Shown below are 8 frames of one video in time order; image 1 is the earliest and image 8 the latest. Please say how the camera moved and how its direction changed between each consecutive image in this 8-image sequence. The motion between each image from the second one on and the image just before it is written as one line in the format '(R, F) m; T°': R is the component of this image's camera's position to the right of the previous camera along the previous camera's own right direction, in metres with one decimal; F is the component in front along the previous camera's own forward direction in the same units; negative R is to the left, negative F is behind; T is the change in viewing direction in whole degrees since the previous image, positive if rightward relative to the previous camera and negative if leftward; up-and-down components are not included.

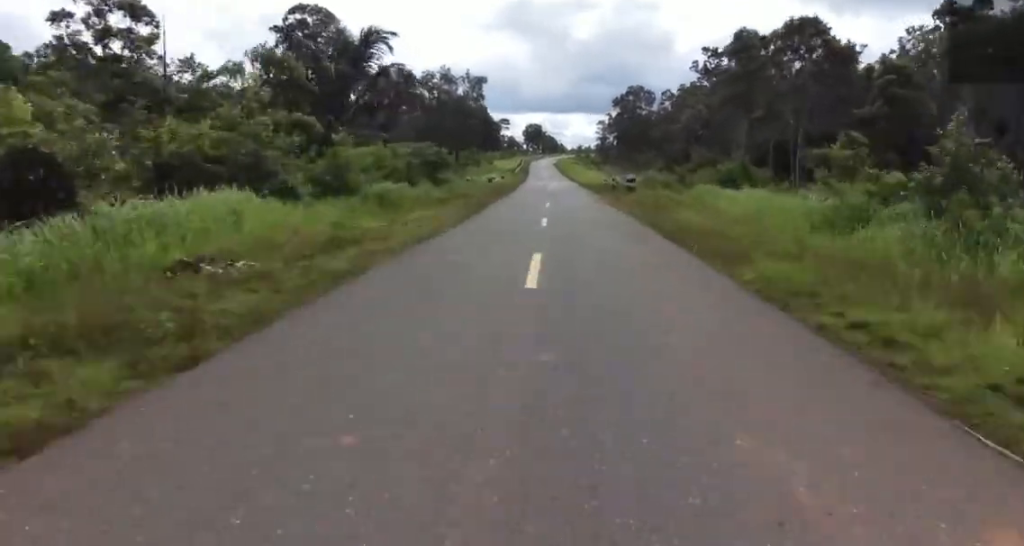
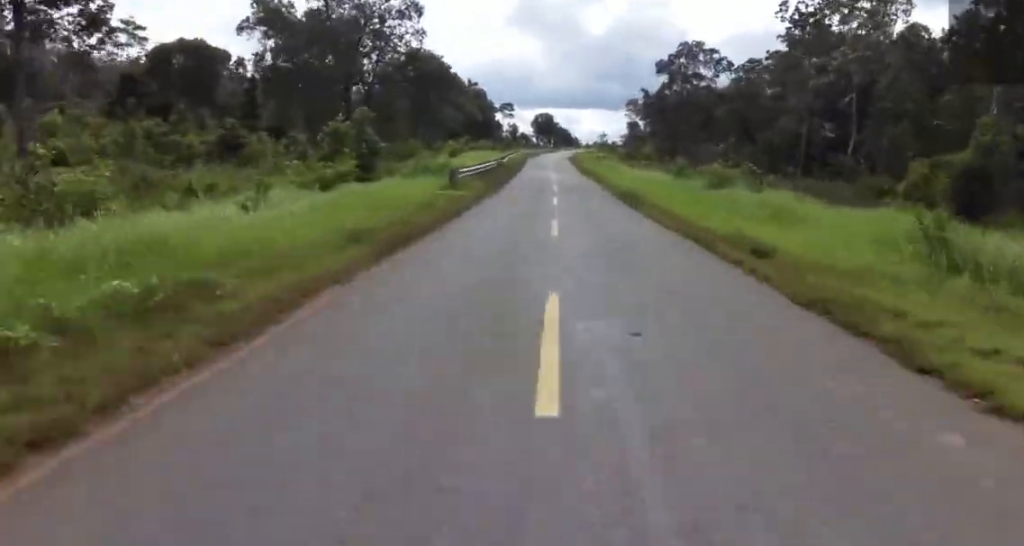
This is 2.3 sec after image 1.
(-1.5, +50.4) m; -4°
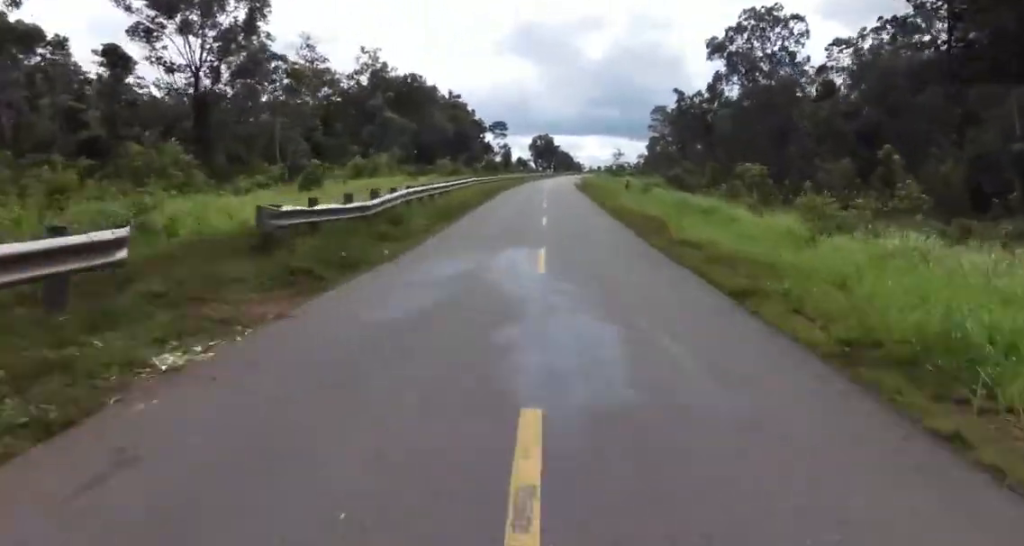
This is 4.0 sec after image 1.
(+0.5, +37.3) m; 0°
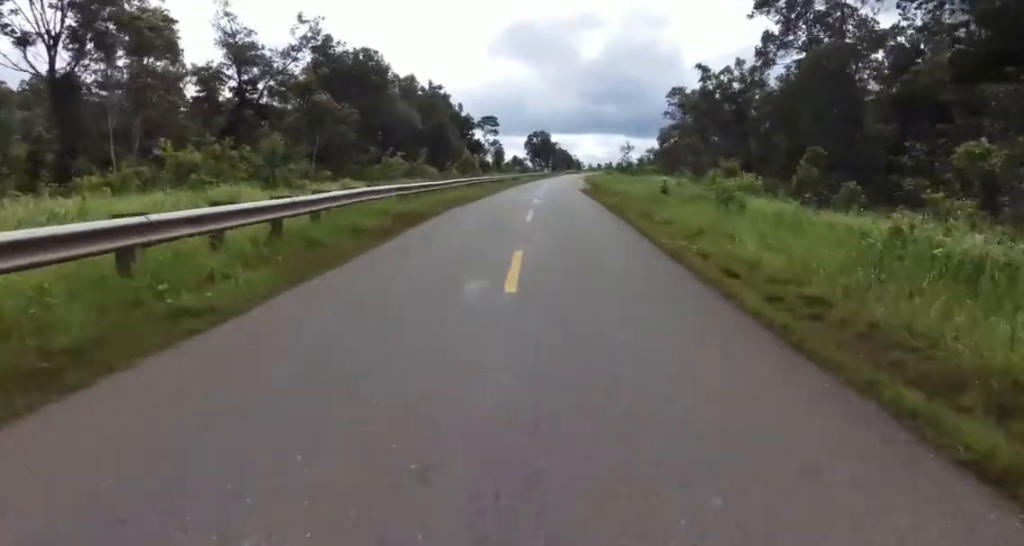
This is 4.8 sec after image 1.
(-0.7, +19.1) m; +1°
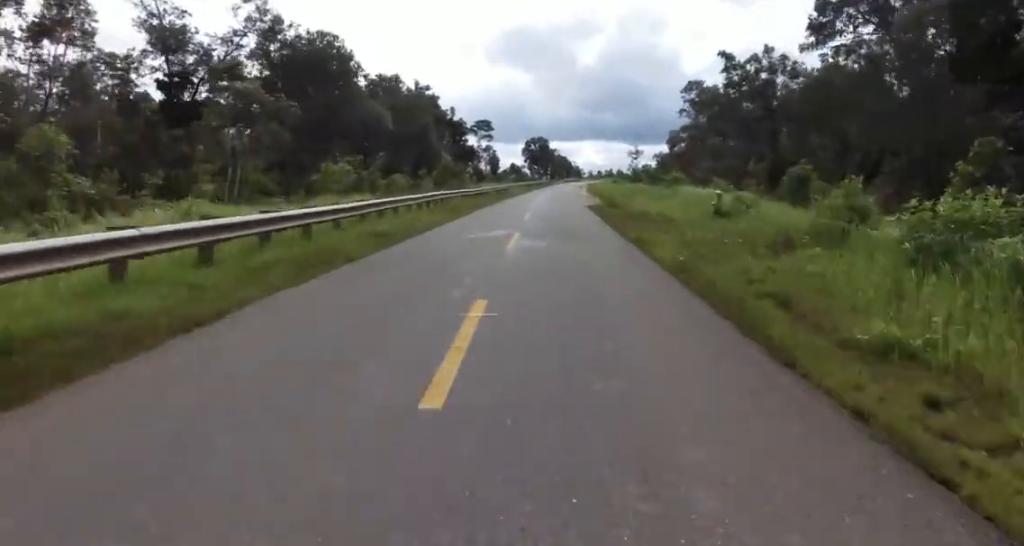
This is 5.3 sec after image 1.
(+0.5, +11.6) m; +2°
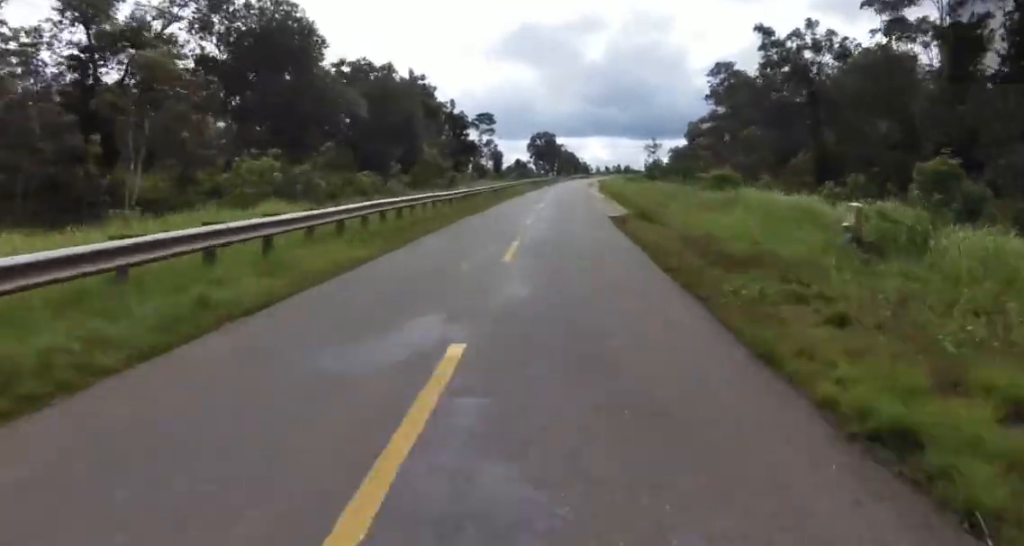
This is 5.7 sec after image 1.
(+0.2, +10.0) m; +1°
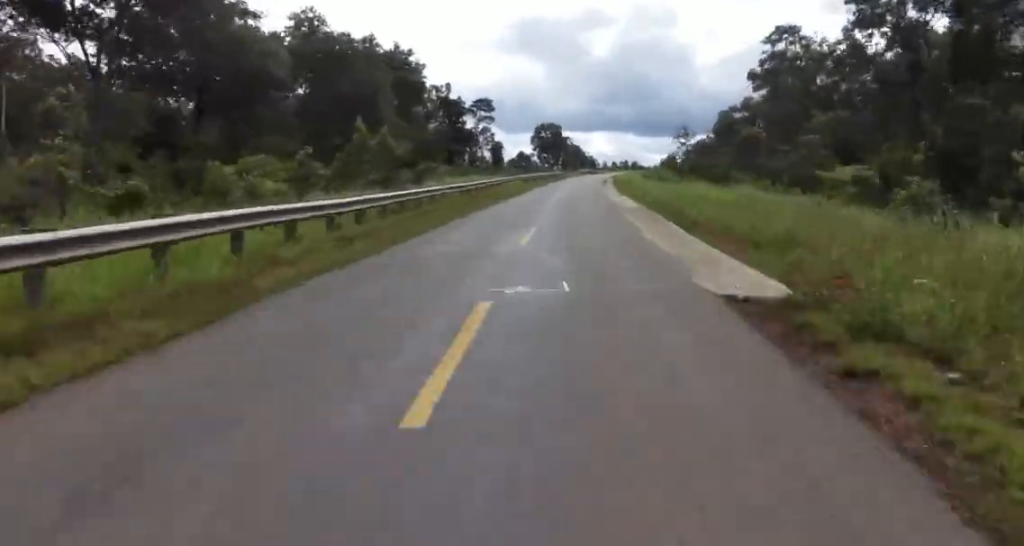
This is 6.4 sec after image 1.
(+0.1, +15.2) m; 0°
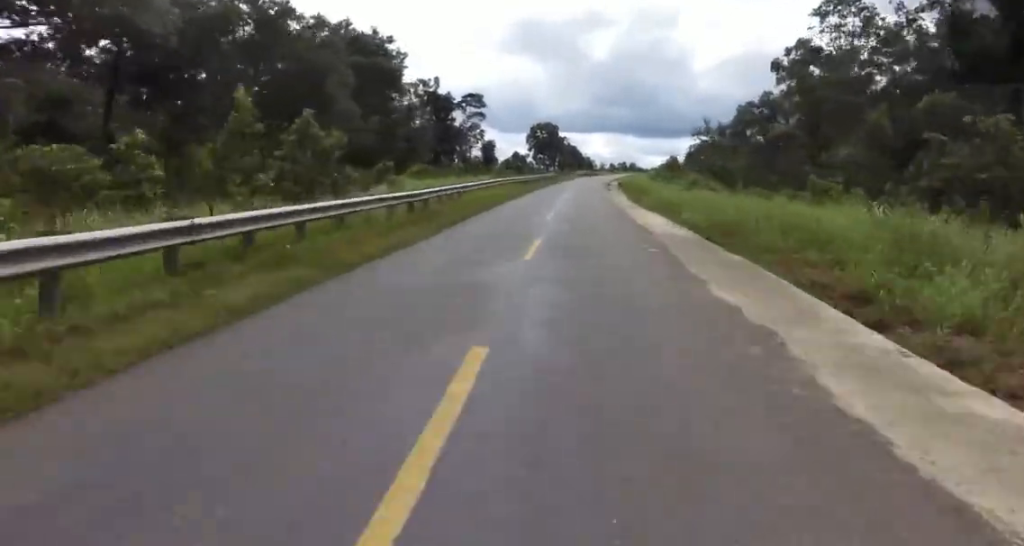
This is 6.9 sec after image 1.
(0.0, +9.8) m; 0°
